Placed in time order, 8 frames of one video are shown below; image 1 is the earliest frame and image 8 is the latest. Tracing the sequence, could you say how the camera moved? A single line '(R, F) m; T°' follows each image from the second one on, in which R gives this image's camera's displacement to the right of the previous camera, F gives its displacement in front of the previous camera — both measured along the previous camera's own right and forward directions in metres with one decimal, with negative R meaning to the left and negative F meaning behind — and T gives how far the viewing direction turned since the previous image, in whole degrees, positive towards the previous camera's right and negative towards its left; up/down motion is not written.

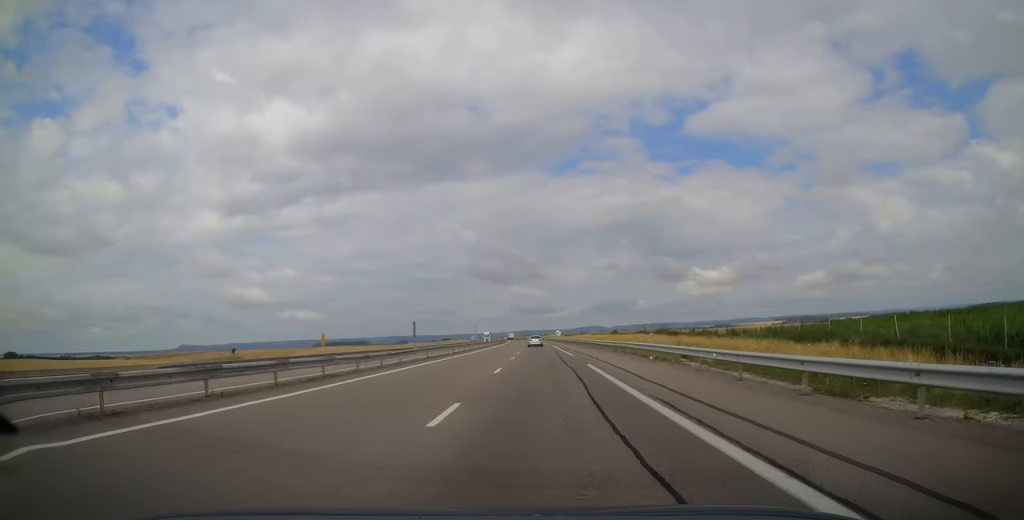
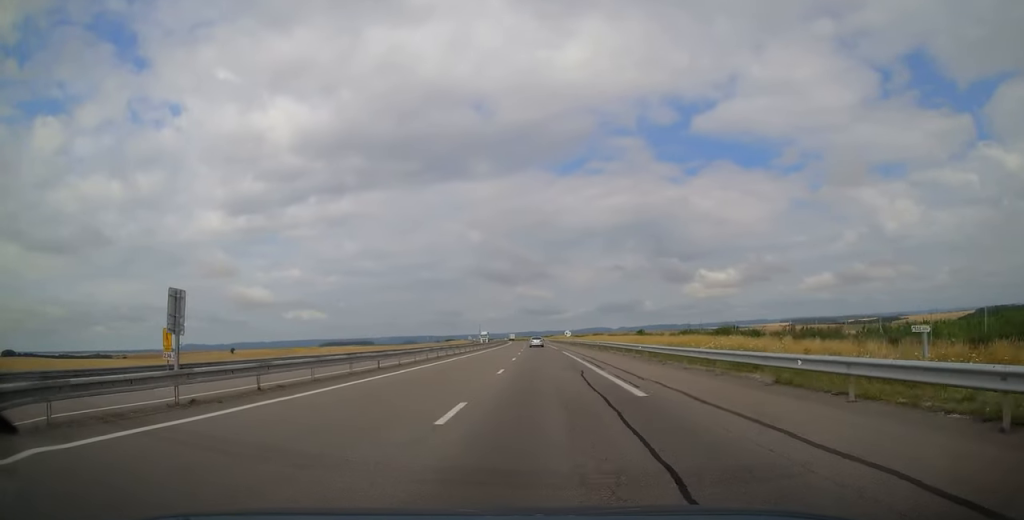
(-0.2, +25.5) m; 0°
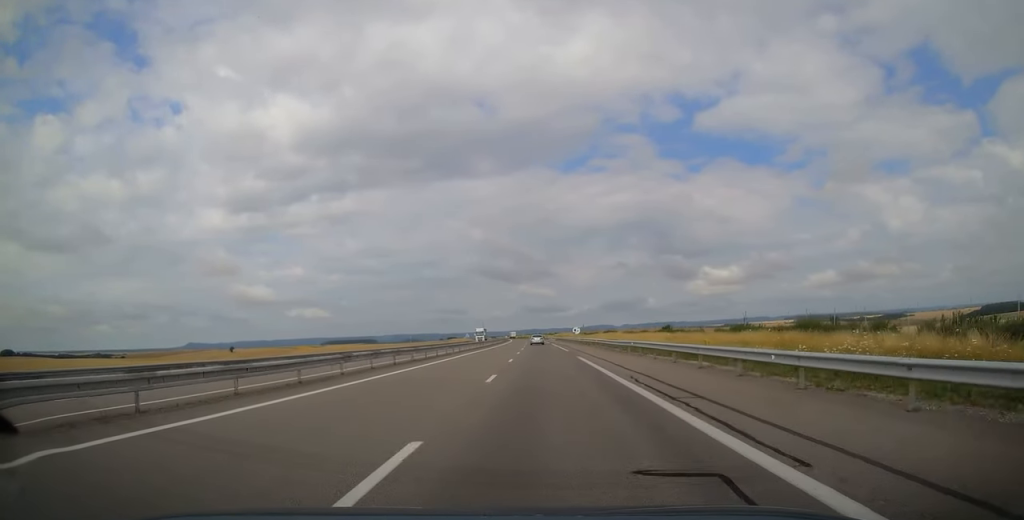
(0.0, +17.7) m; 0°
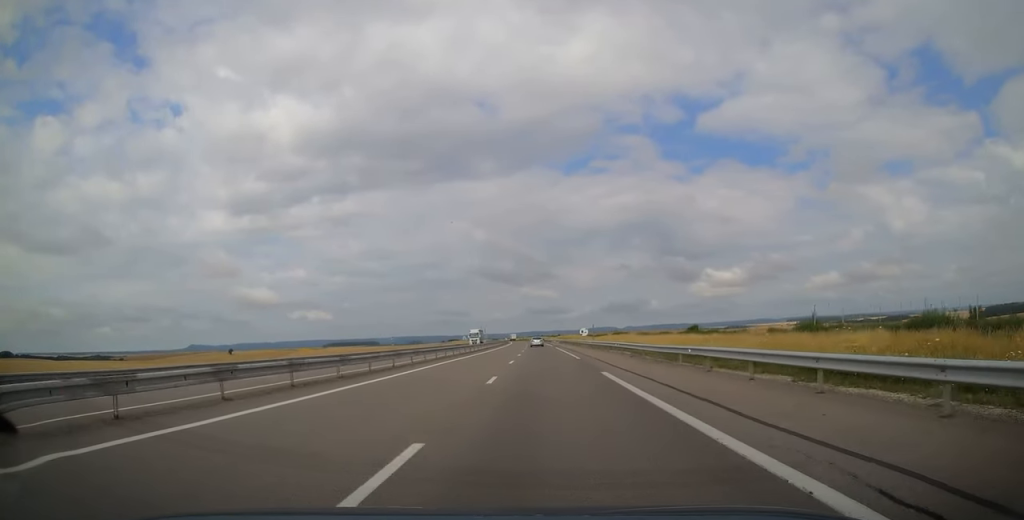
(0.0, +12.8) m; 0°
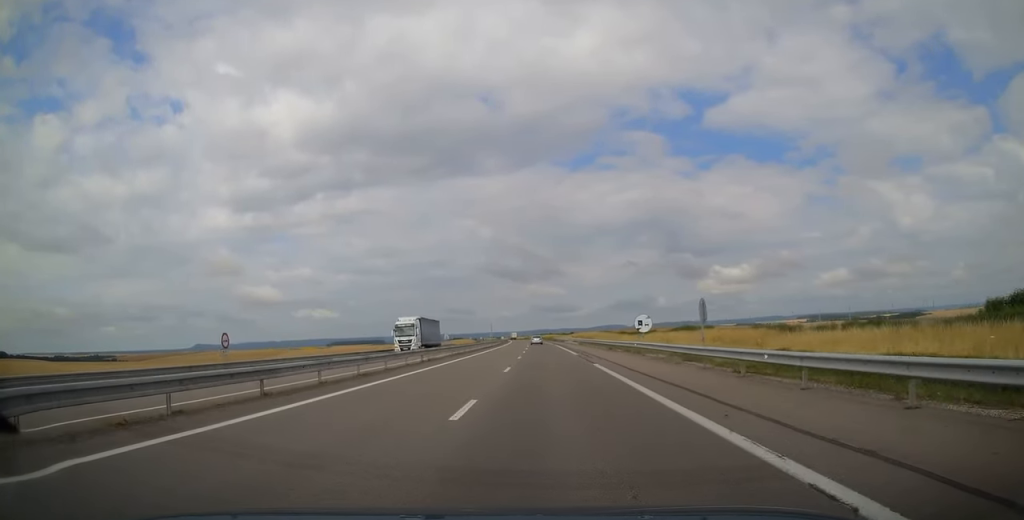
(0.0, +46.7) m; -1°
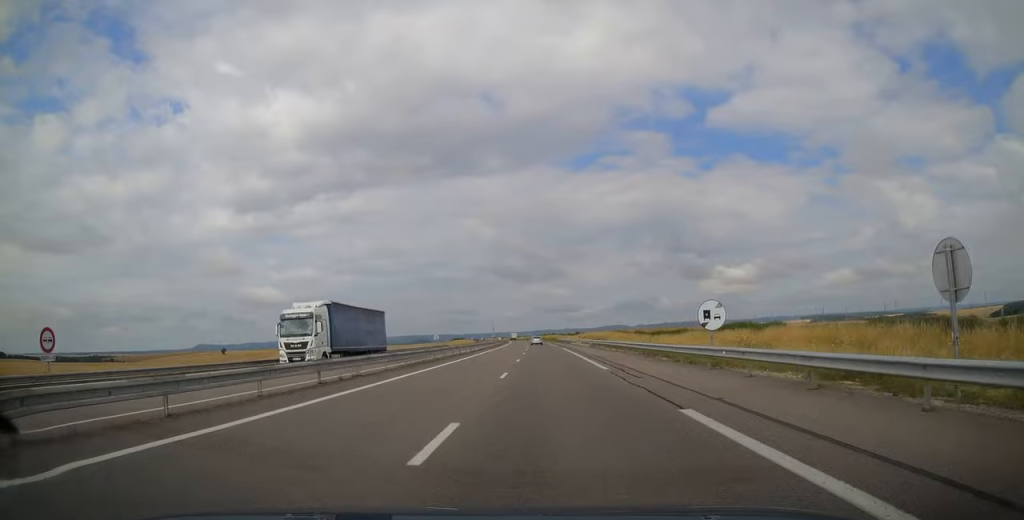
(-0.3, +16.2) m; 0°
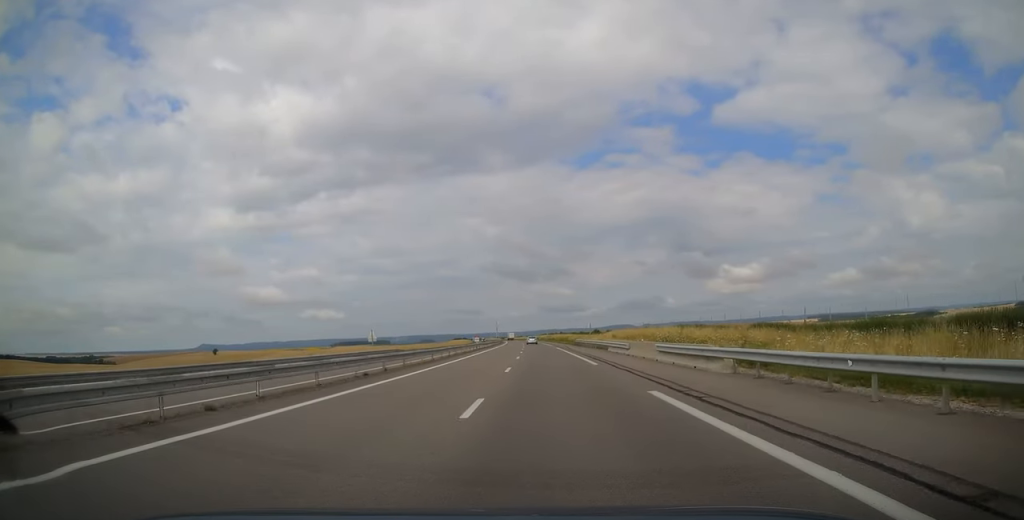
(+0.2, +48.2) m; 0°
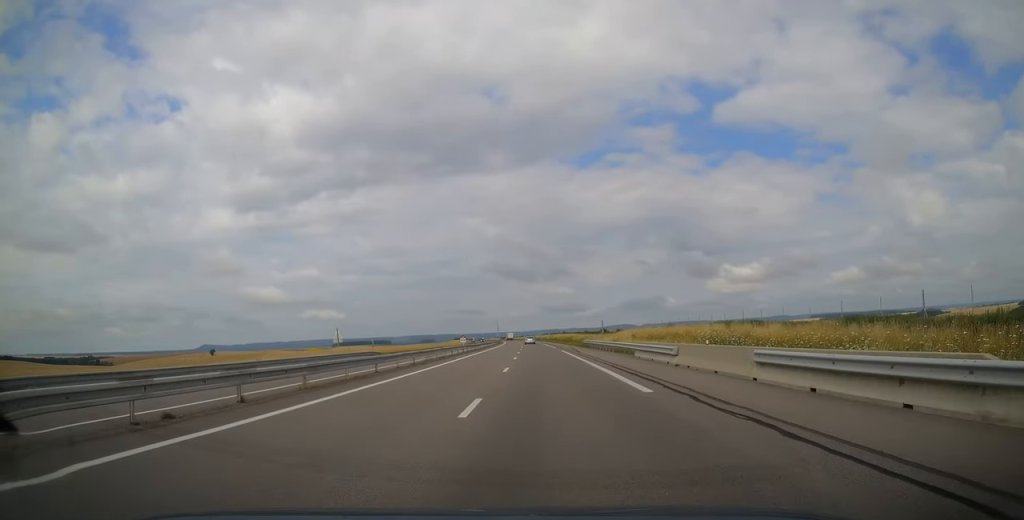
(-0.1, +12.8) m; -1°
